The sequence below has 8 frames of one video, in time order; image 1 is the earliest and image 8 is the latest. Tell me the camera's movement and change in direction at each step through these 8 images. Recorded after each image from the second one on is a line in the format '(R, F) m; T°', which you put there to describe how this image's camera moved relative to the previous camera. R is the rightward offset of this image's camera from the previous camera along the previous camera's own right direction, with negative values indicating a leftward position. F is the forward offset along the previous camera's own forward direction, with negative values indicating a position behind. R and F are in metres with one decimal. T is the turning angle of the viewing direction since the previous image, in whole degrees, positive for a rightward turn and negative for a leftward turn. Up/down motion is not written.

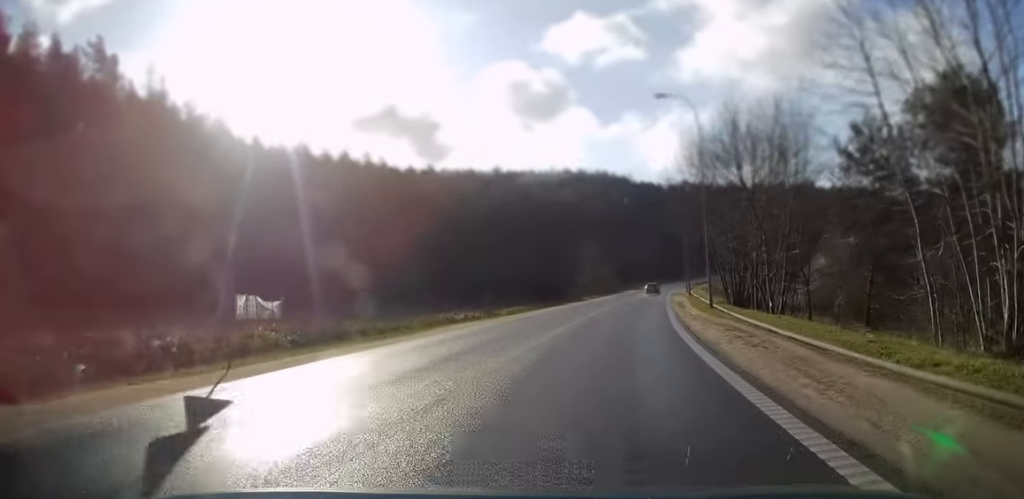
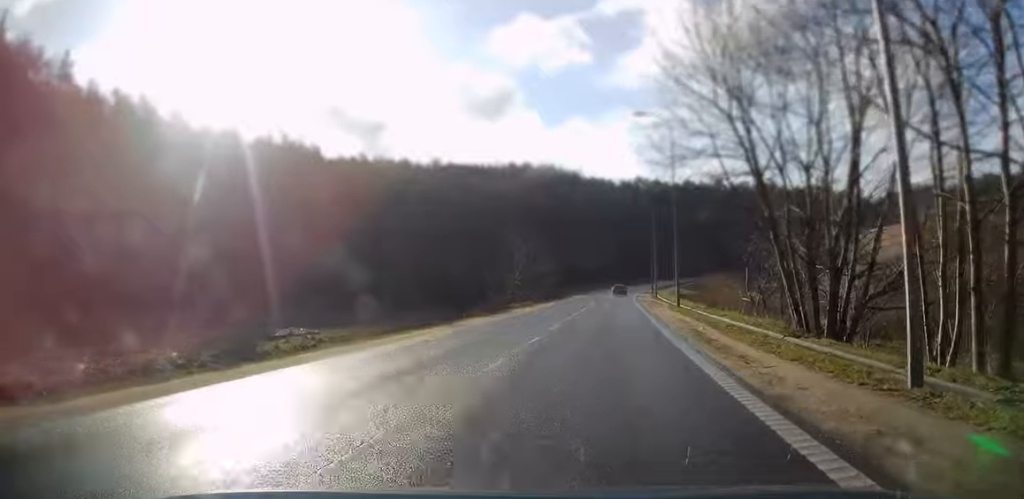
(+0.8, +26.5) m; +3°
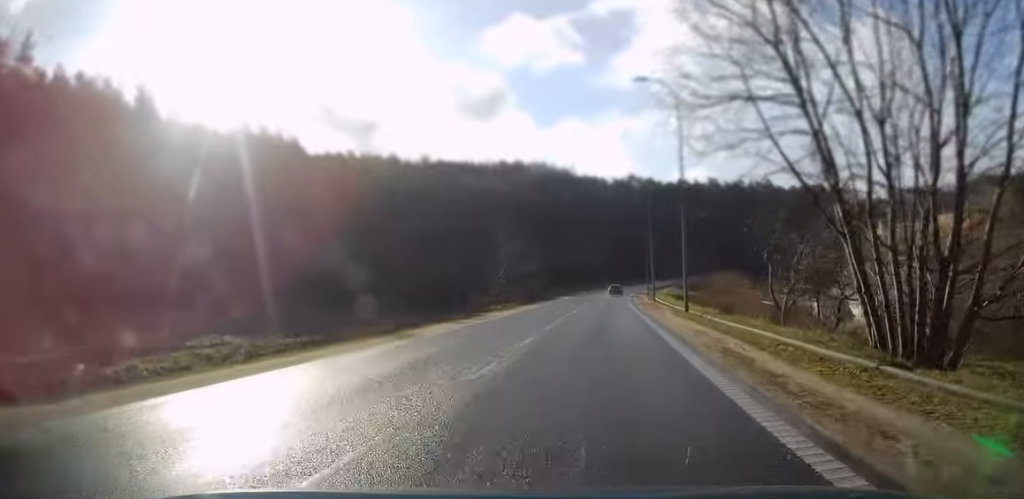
(0.0, +6.7) m; +1°
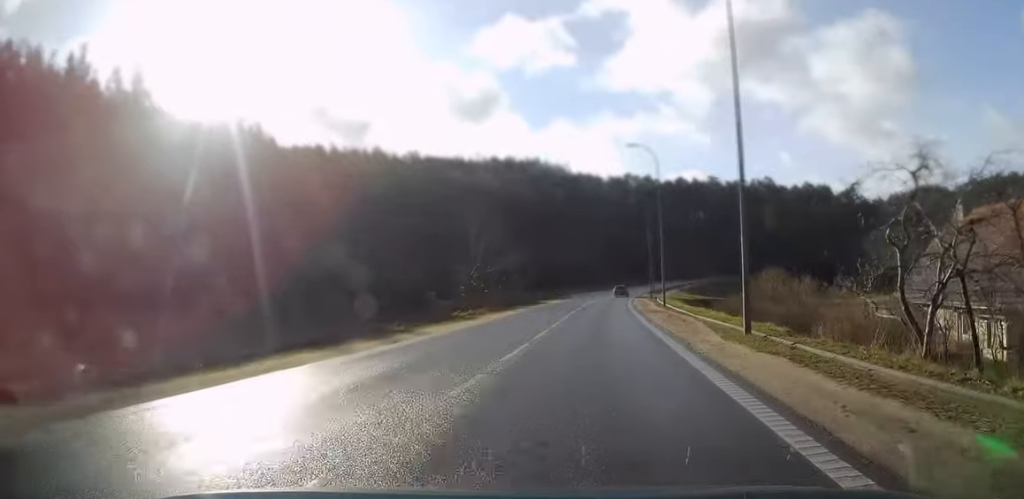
(+0.1, +13.8) m; +1°
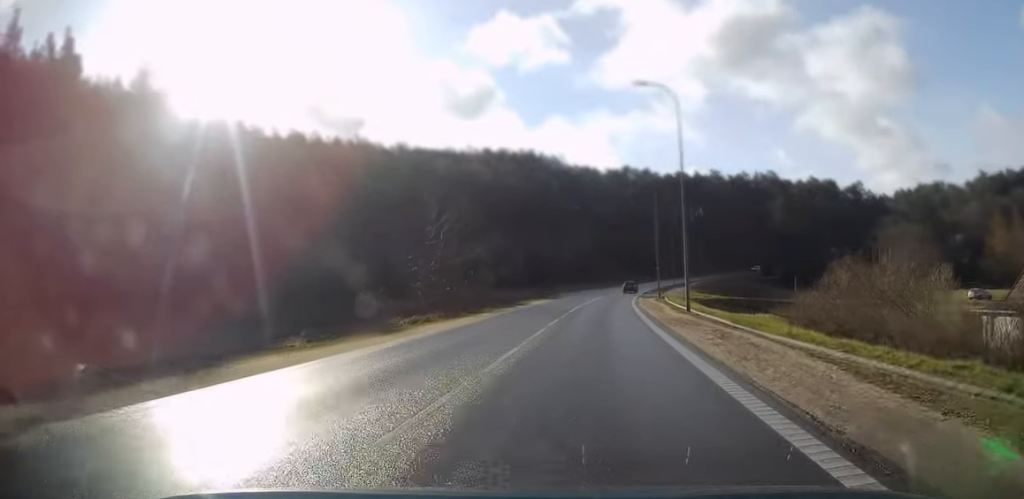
(+0.2, +13.7) m; 0°
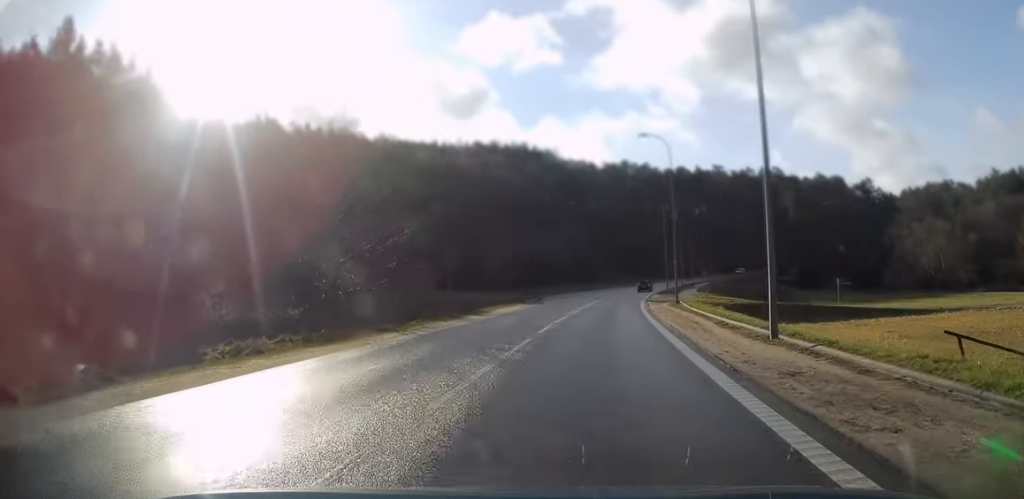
(-0.1, +16.4) m; 0°
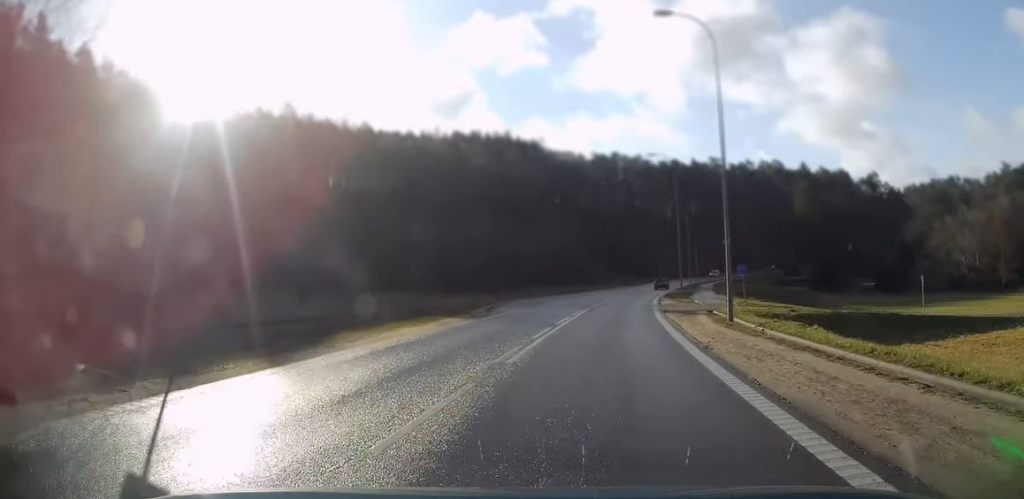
(+0.2, +20.3) m; +1°
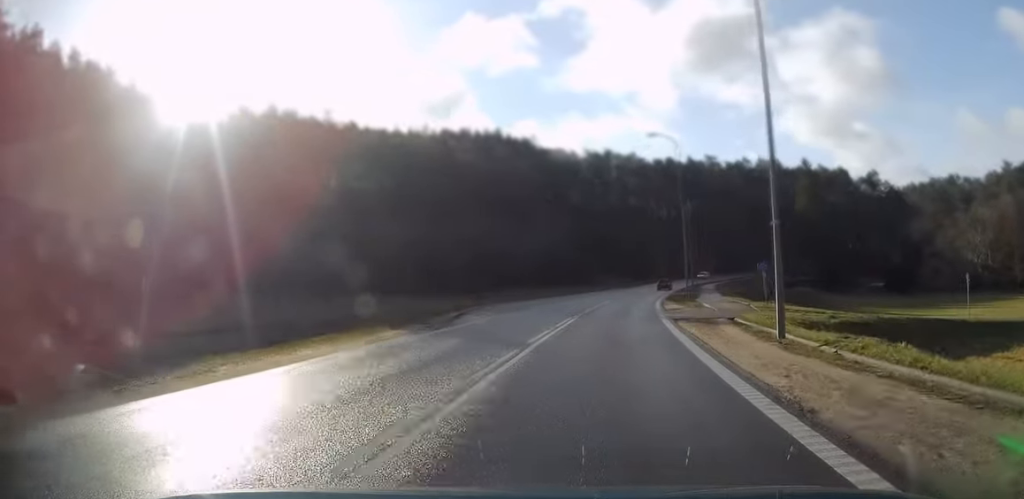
(0.0, +7.3) m; +1°
